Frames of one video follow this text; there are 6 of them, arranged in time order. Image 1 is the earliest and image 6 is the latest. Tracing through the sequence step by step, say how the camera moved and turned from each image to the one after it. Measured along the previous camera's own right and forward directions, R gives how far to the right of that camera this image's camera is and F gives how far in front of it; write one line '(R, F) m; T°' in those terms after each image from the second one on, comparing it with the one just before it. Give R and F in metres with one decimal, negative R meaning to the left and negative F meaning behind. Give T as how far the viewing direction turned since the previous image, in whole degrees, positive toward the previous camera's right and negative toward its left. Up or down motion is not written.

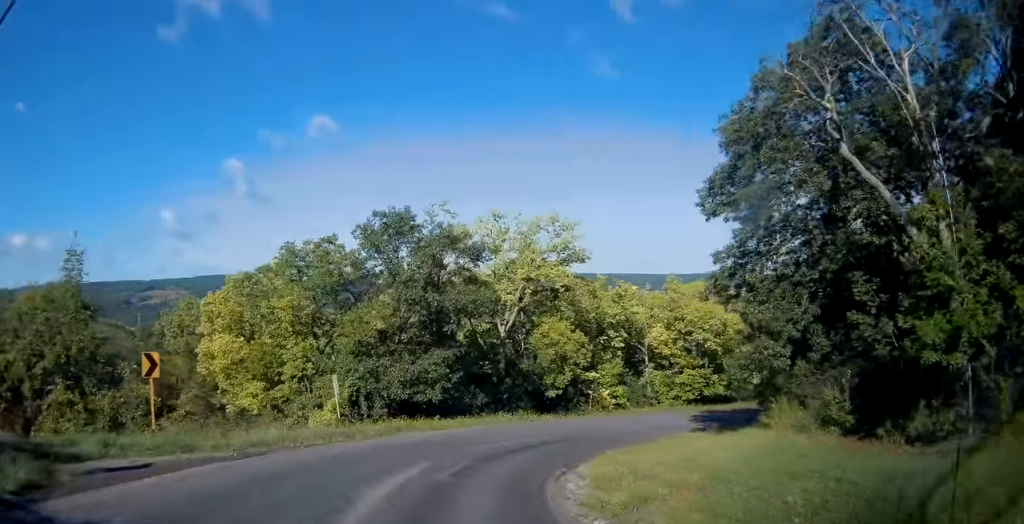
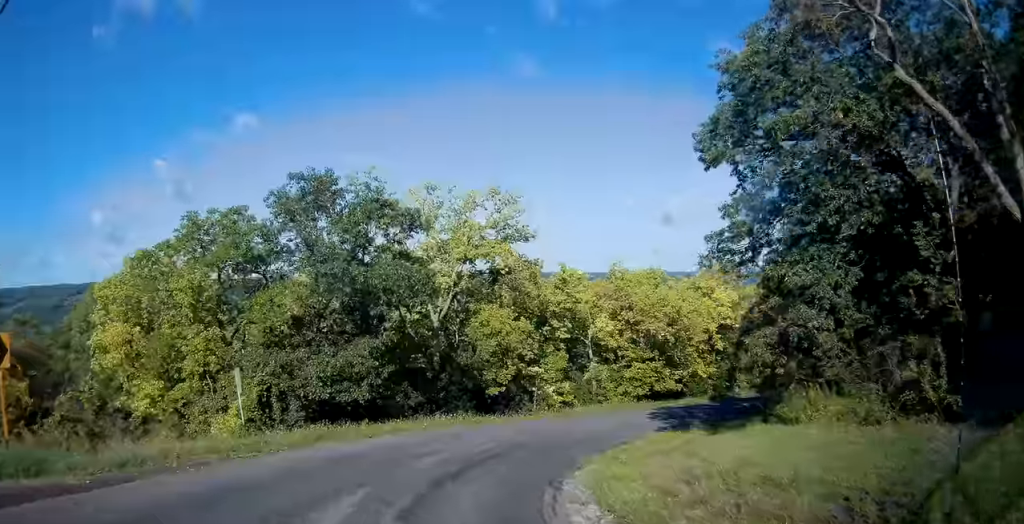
(+0.5, +5.2) m; +10°
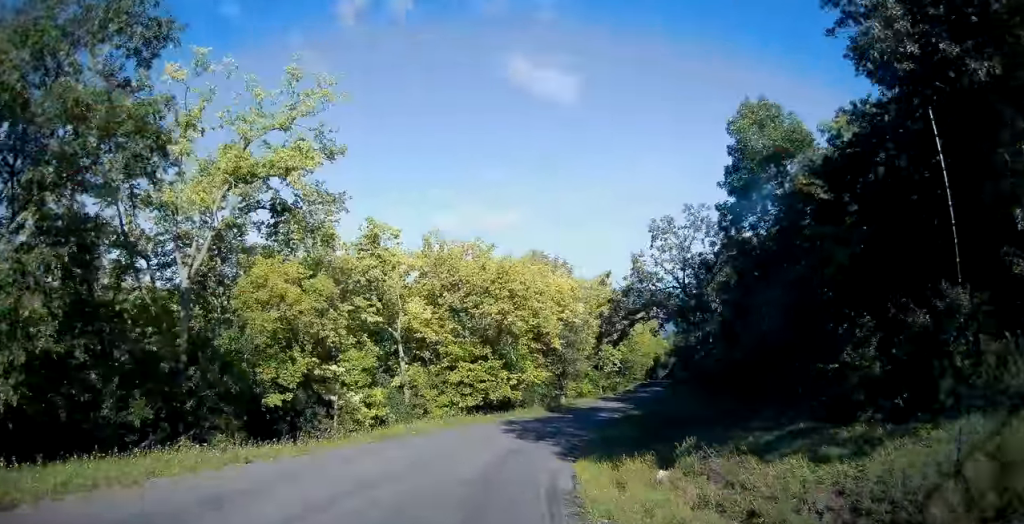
(+3.6, +13.7) m; +27°
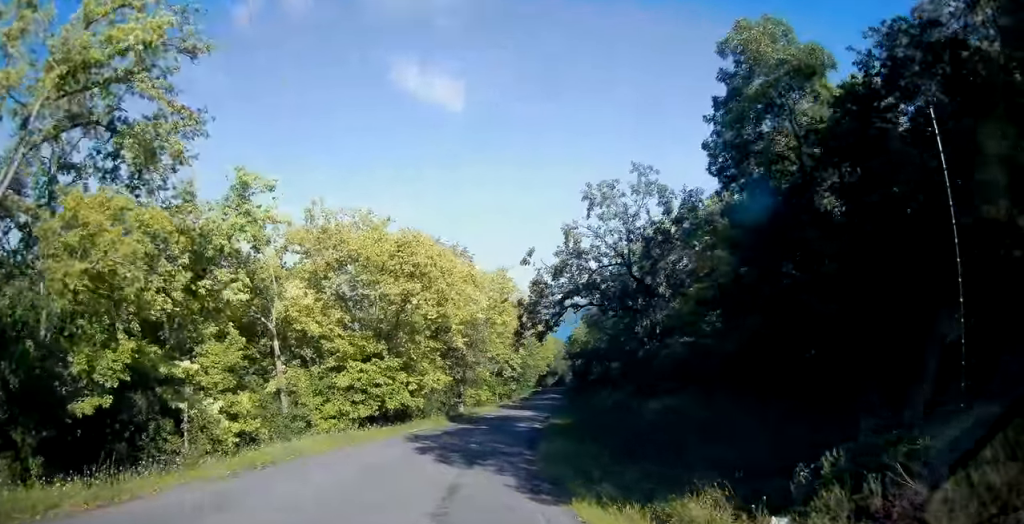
(+0.7, +7.6) m; +8°
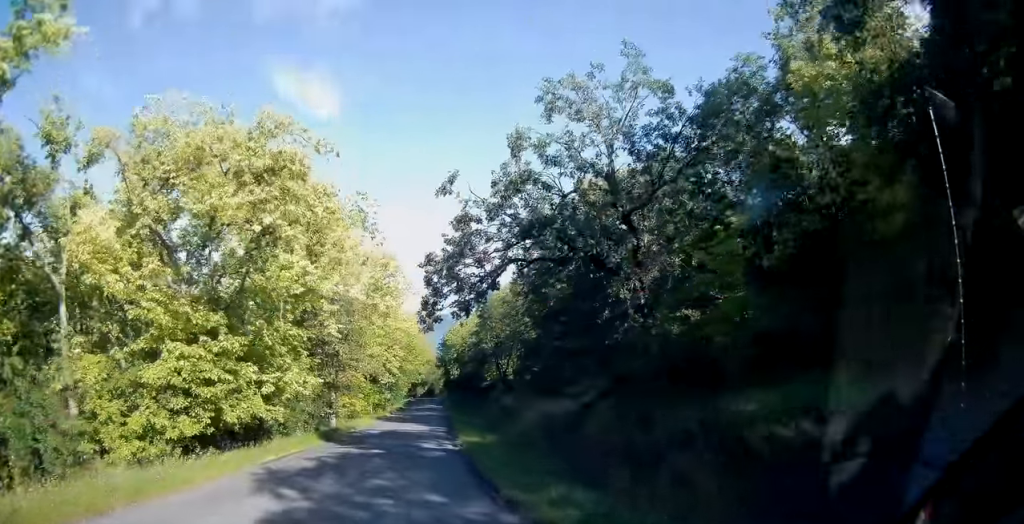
(+1.0, +11.6) m; +11°
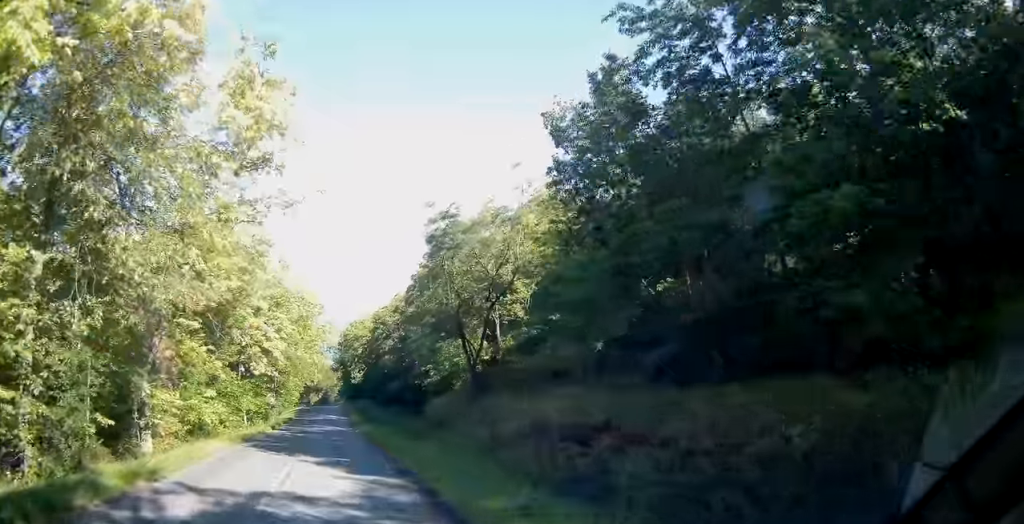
(+3.3, +25.4) m; +10°
